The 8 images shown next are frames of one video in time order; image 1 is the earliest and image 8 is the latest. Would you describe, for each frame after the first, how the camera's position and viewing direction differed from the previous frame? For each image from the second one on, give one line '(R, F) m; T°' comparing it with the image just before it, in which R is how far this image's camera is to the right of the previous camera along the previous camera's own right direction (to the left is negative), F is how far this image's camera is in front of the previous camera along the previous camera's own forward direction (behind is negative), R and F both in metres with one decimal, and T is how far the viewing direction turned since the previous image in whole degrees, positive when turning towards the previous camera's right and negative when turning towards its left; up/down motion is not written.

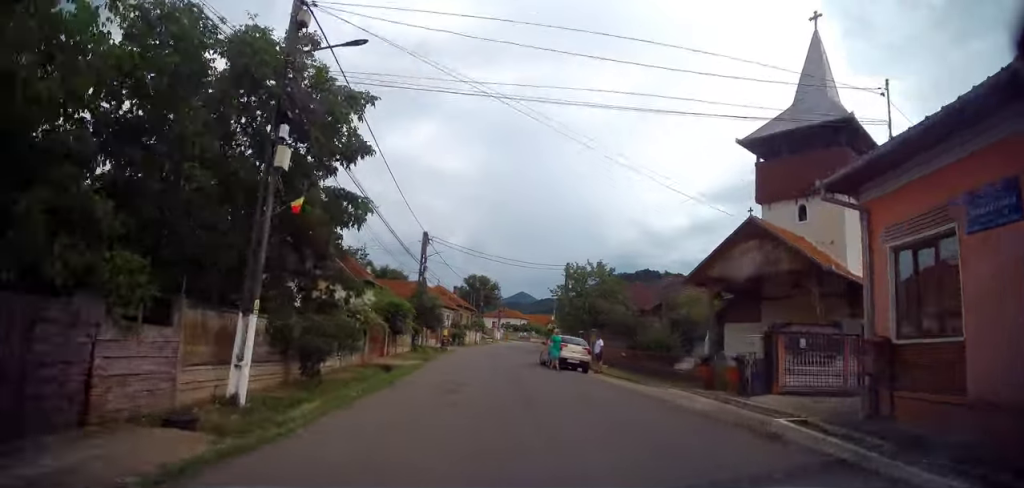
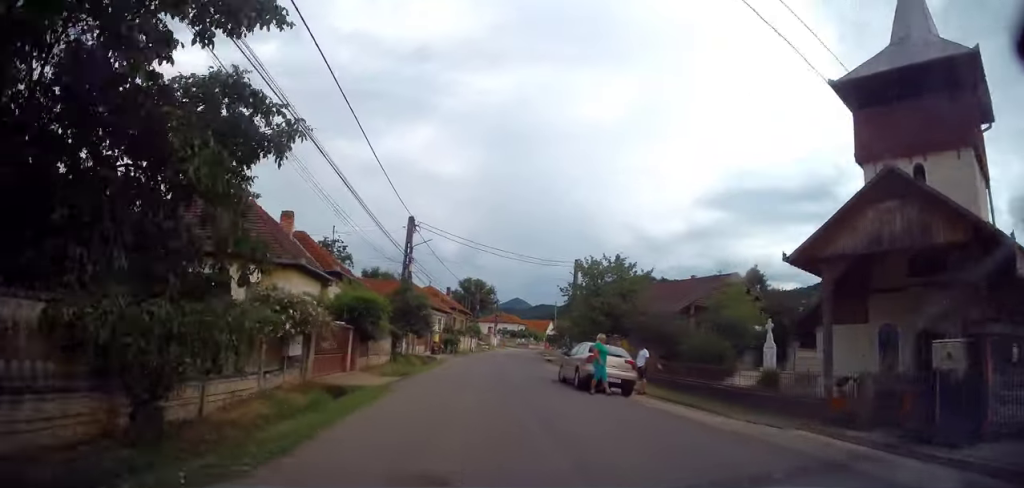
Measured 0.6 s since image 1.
(0.0, +7.0) m; +1°
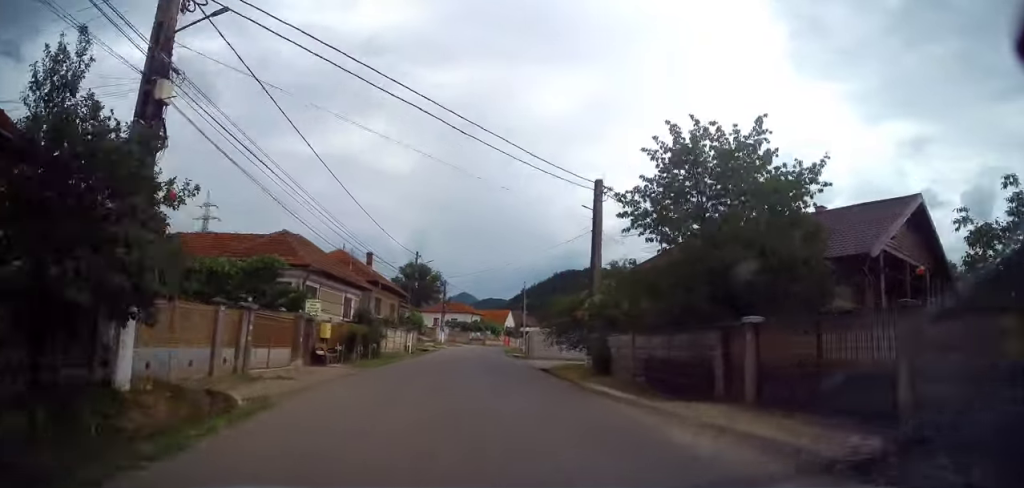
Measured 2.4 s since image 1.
(+1.2, +22.8) m; +6°
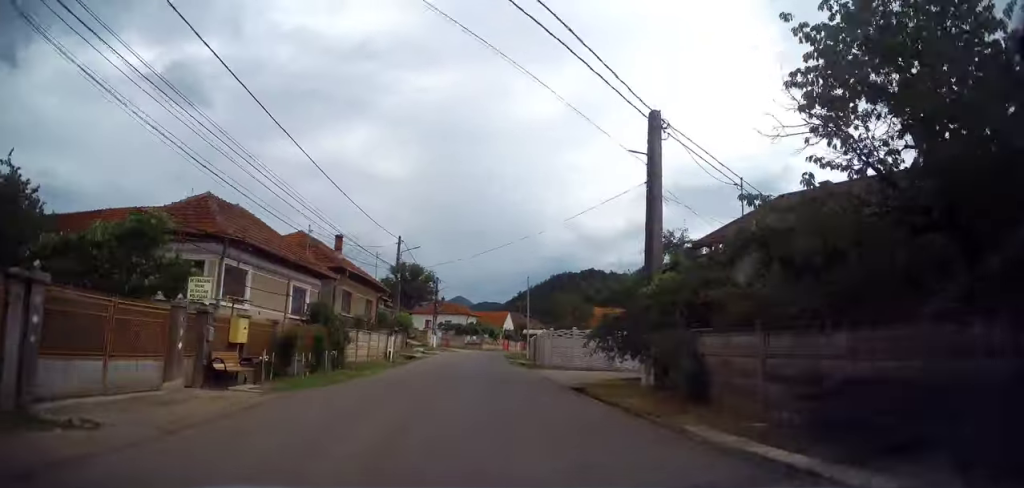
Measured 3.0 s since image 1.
(0.0, +8.3) m; 0°
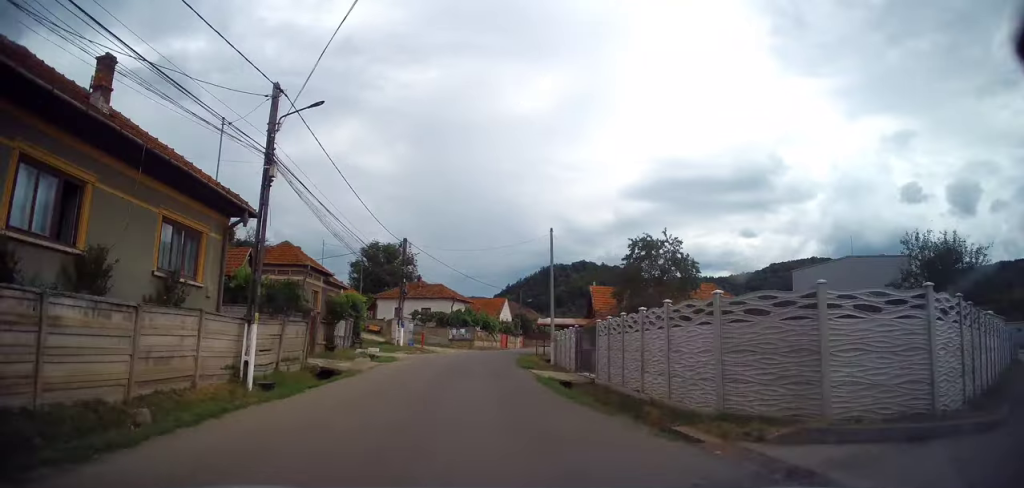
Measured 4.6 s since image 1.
(+0.3, +21.3) m; +2°
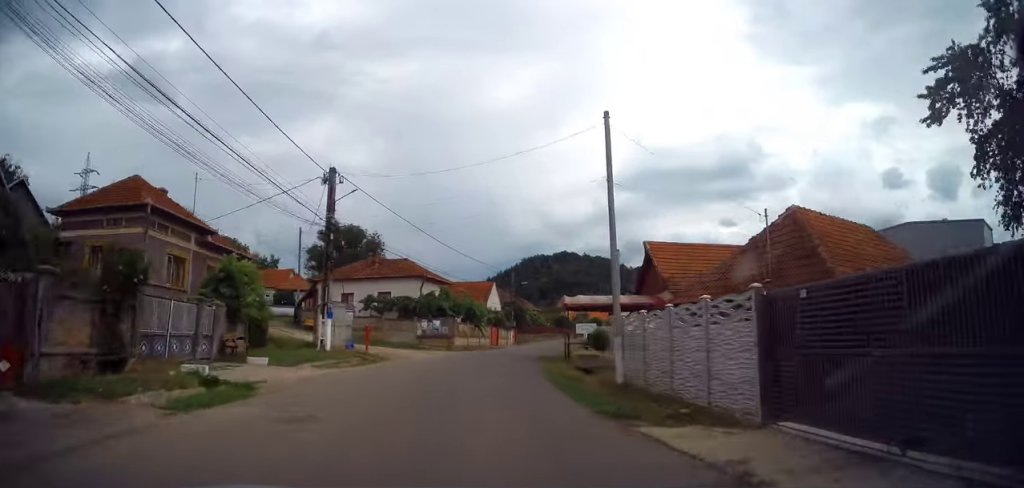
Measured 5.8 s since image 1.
(+0.3, +16.9) m; +3°
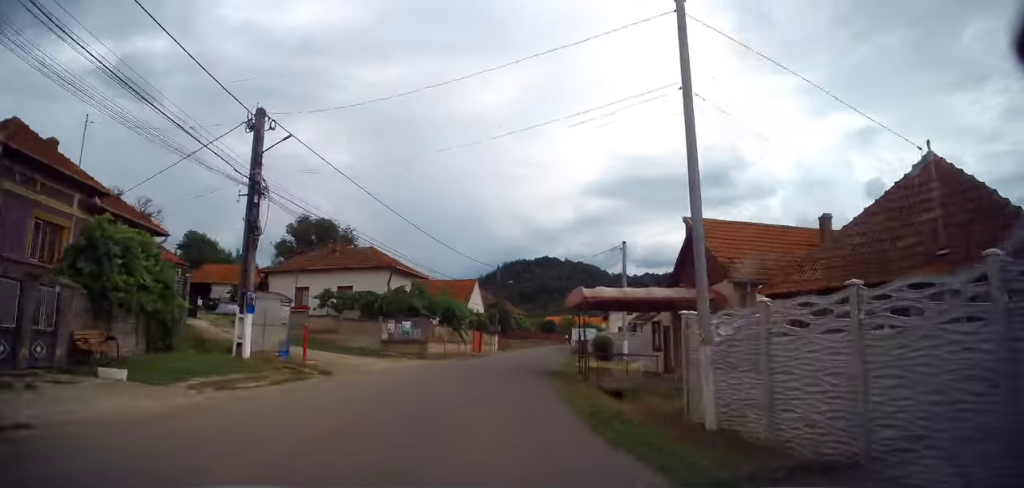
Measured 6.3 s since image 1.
(-0.2, +7.1) m; +2°
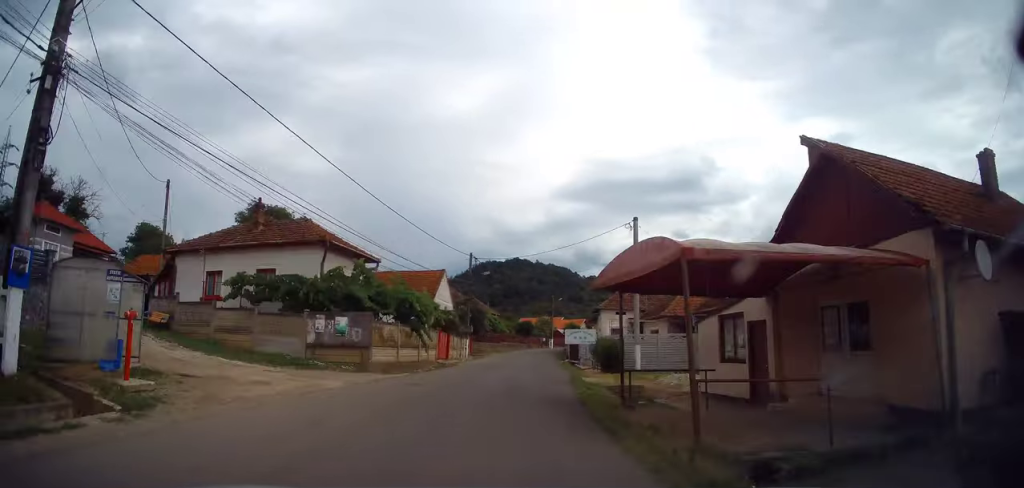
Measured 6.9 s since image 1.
(+0.5, +9.0) m; +3°
